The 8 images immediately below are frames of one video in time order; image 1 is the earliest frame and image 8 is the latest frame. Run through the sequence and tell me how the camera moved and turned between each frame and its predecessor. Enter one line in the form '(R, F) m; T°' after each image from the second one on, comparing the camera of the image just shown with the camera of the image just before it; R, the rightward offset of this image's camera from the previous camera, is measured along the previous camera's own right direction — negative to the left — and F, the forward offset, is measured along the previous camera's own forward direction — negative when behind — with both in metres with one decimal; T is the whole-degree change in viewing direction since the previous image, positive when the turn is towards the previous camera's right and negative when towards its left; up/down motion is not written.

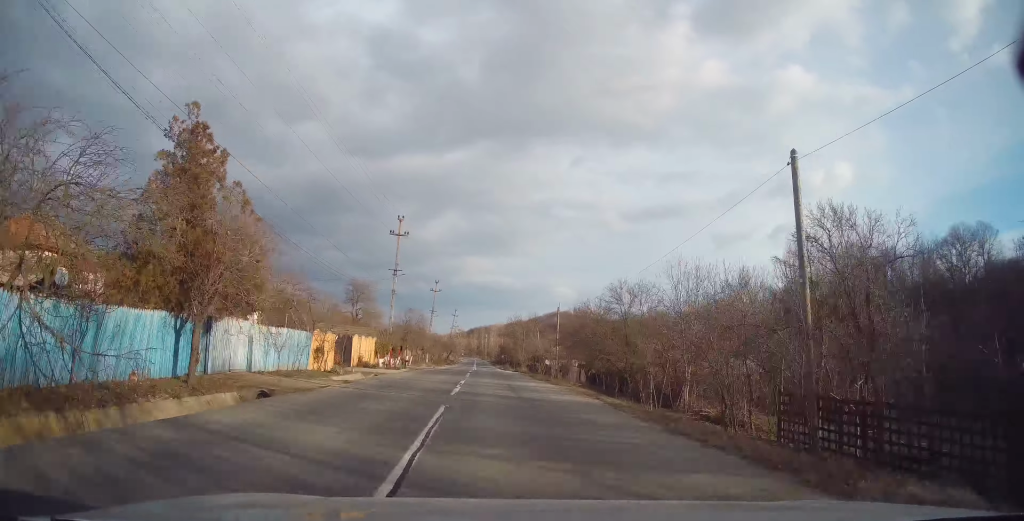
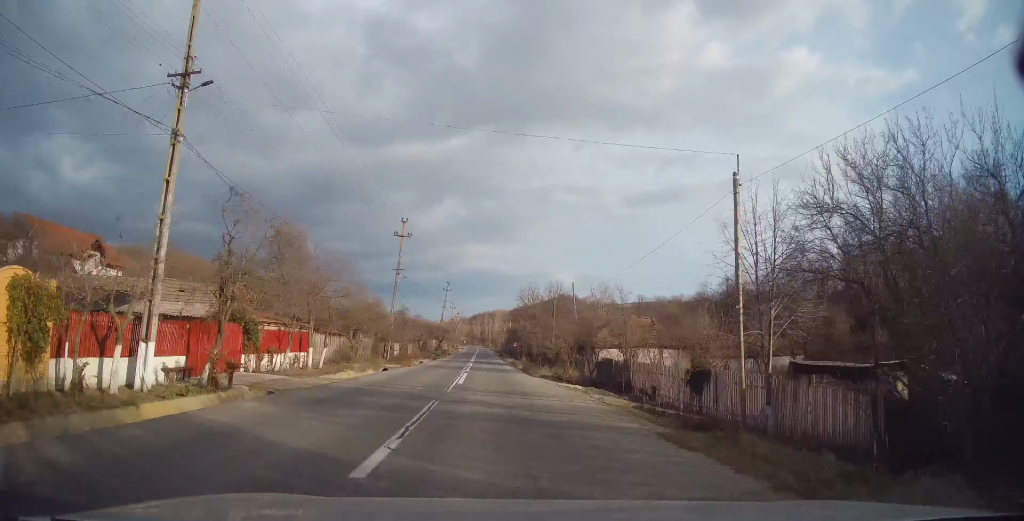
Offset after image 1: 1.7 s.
(-0.1, +33.3) m; 0°
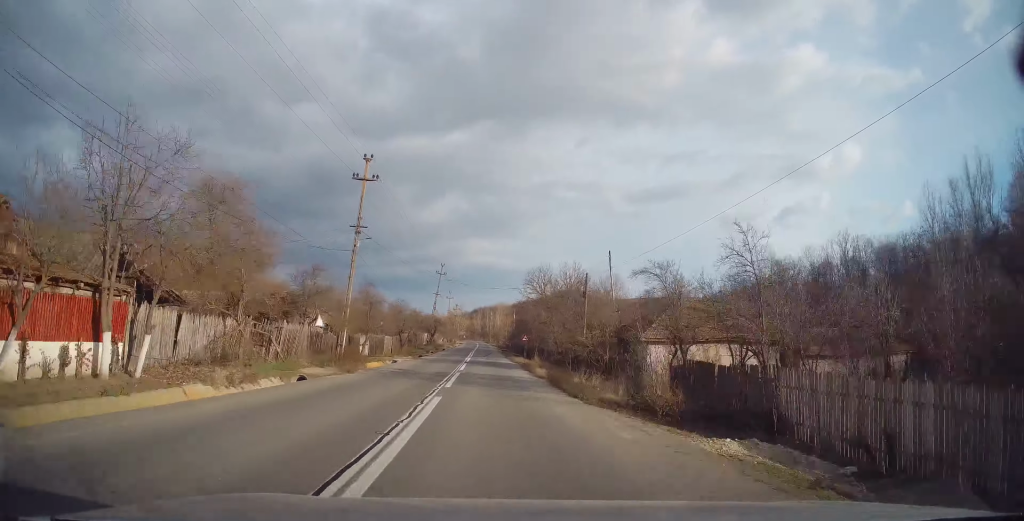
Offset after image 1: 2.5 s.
(+0.4, +15.2) m; 0°
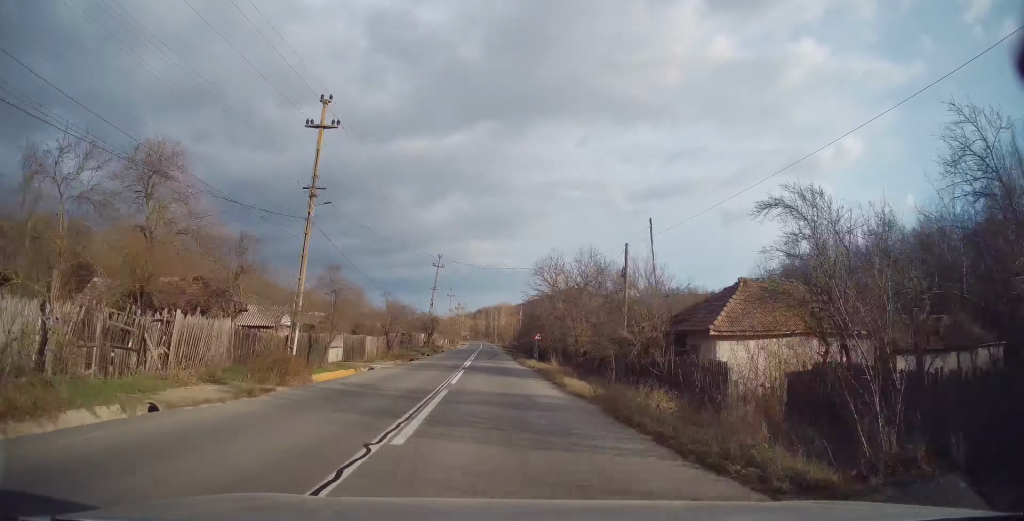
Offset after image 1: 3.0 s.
(-0.2, +8.9) m; -1°
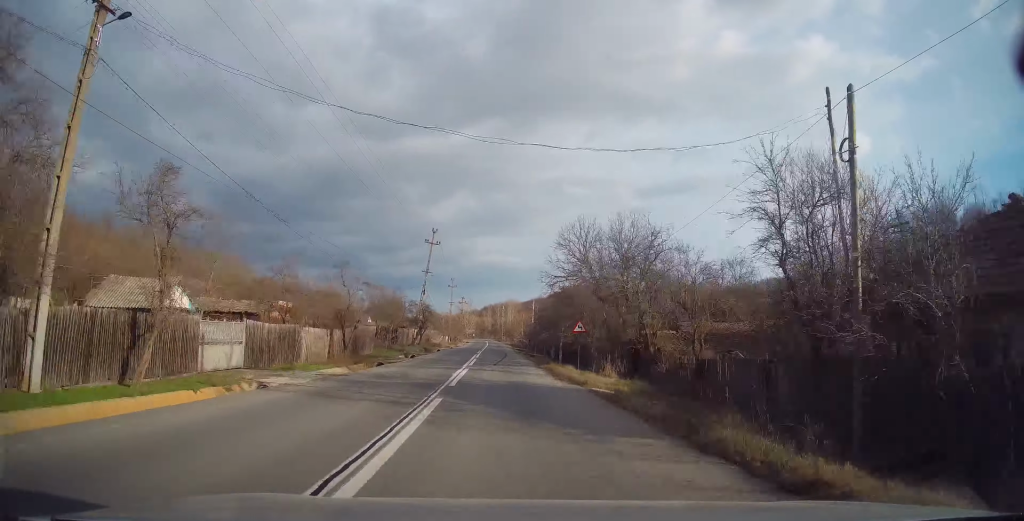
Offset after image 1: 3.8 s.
(-0.2, +15.0) m; -1°
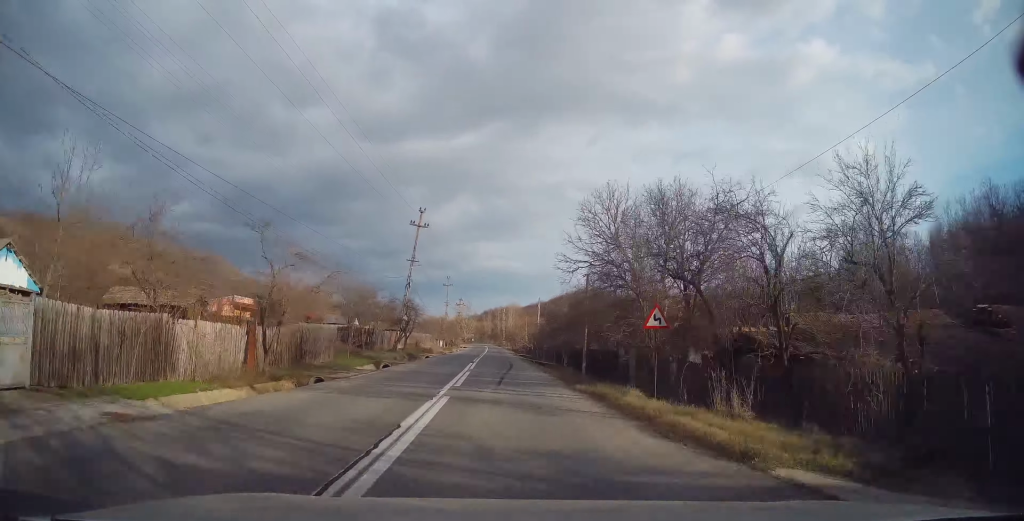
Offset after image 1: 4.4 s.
(0.0, +10.5) m; 0°
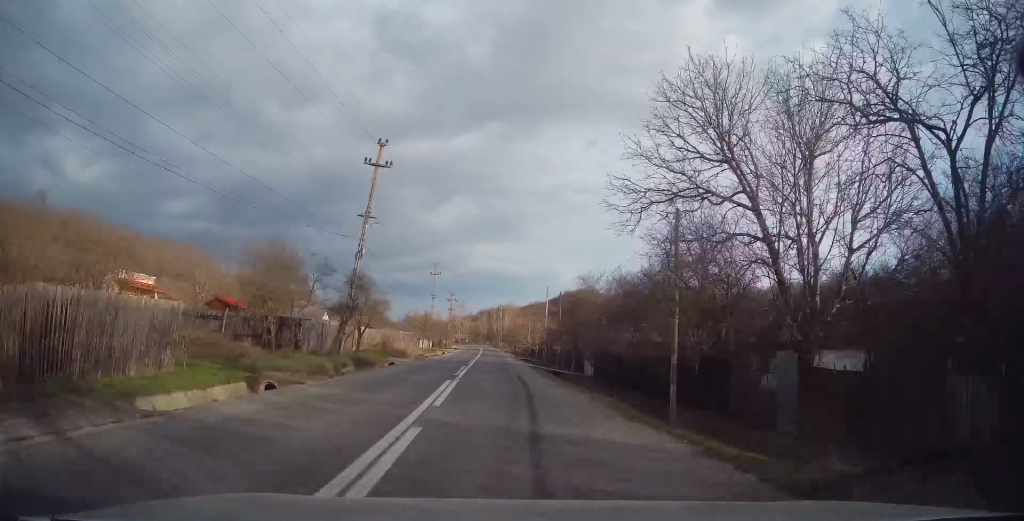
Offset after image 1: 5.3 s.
(0.0, +16.4) m; 0°
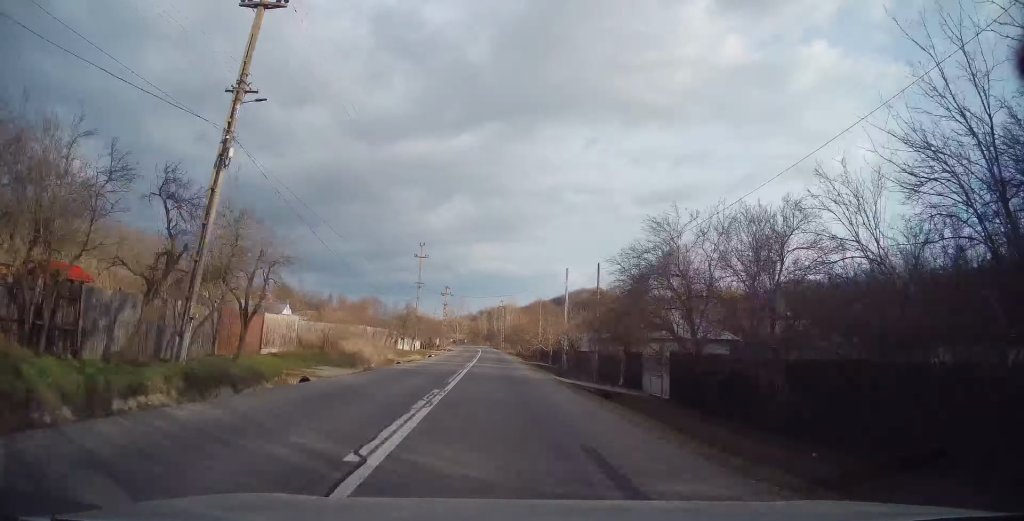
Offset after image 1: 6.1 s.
(+0.1, +15.2) m; 0°
